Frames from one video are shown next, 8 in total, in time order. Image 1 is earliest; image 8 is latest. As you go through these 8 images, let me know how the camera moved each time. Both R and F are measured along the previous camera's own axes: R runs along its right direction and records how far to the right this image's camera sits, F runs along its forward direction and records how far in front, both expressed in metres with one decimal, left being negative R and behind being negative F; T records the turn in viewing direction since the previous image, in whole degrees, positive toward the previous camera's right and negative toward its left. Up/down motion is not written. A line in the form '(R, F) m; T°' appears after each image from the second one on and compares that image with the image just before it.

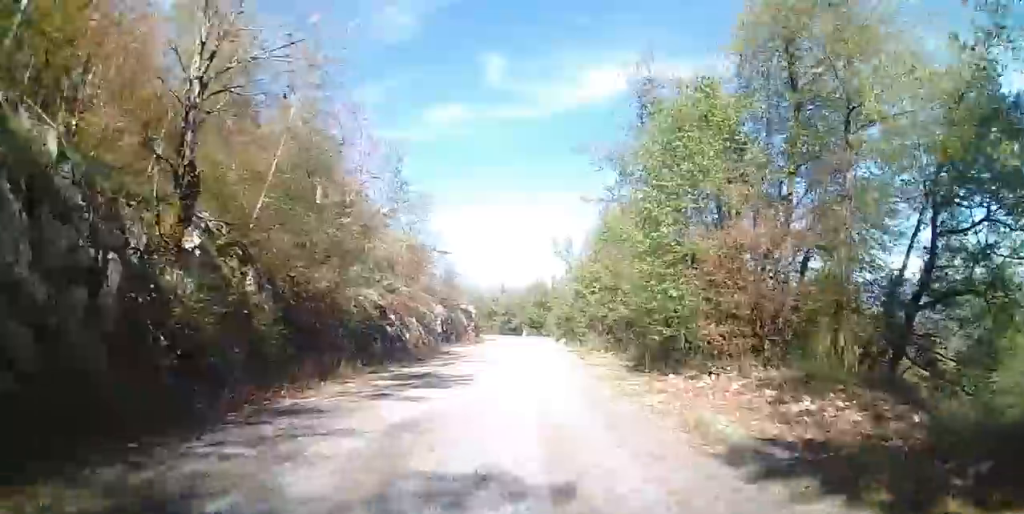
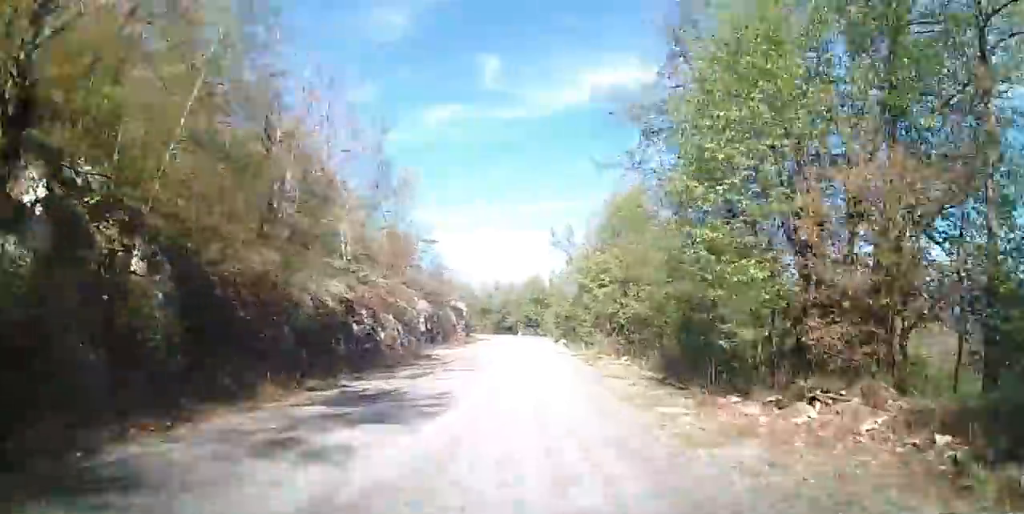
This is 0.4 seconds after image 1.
(+0.1, +4.1) m; +1°
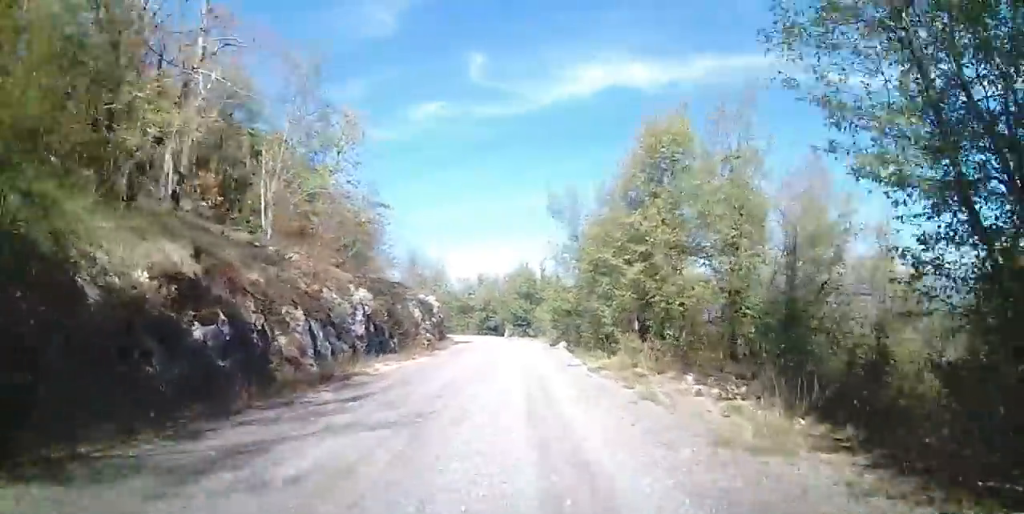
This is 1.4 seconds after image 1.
(+0.1, +8.8) m; +1°
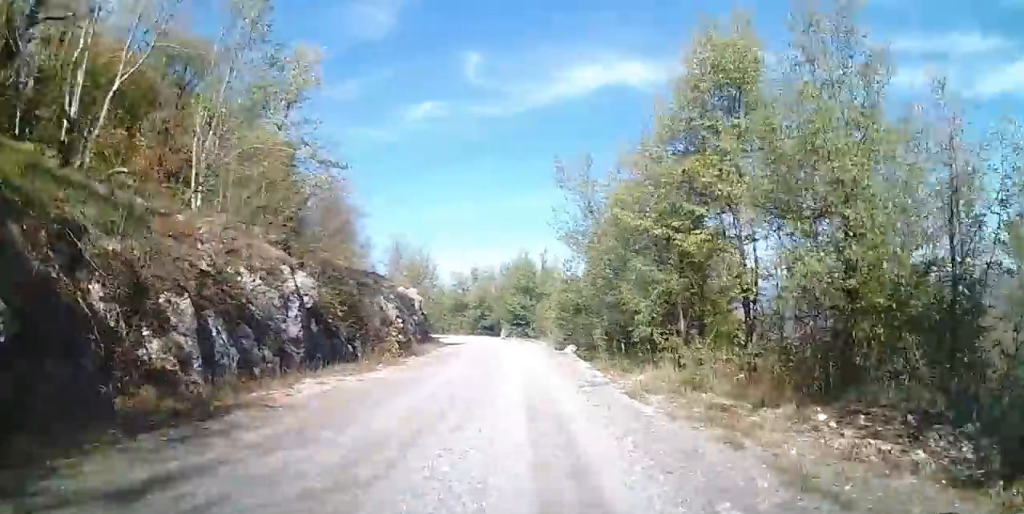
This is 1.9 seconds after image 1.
(0.0, +5.3) m; 0°
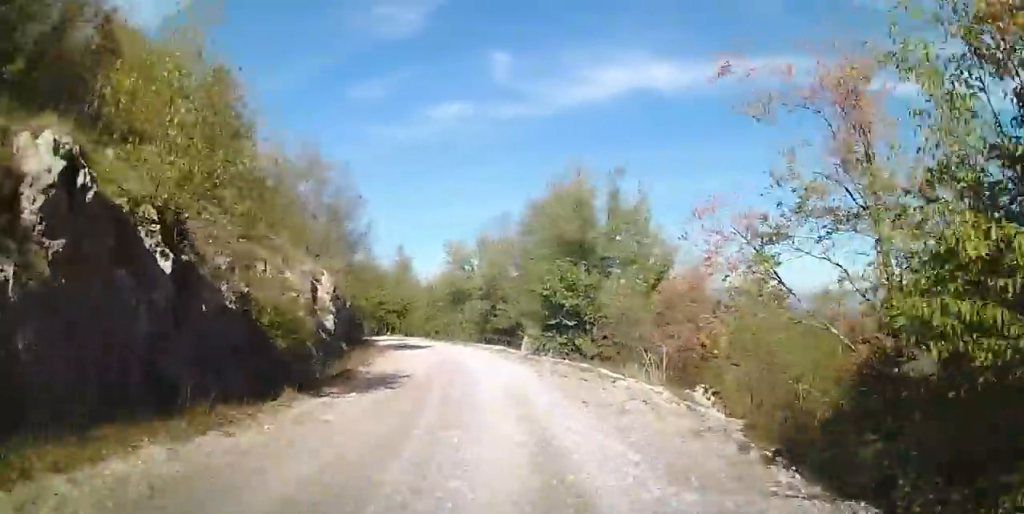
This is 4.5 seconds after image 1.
(-0.7, +23.2) m; -6°
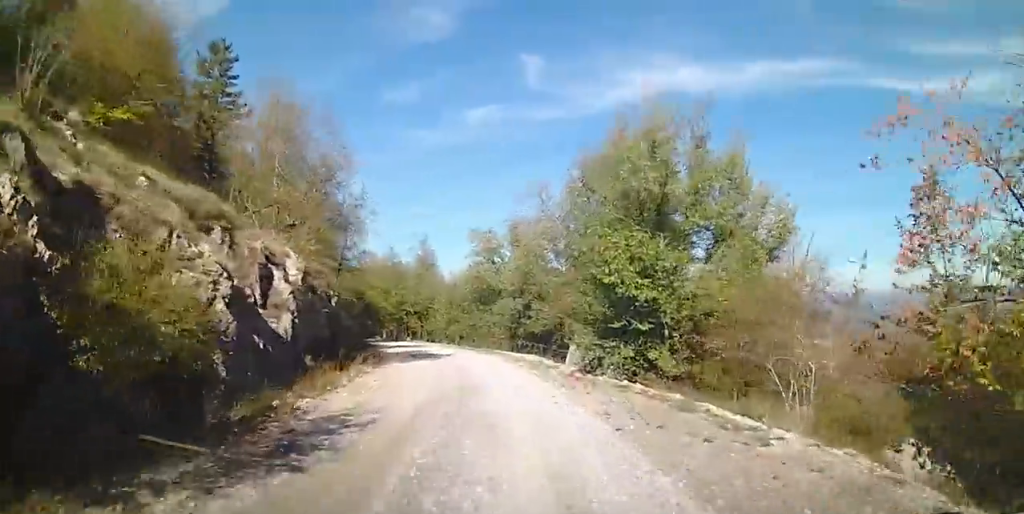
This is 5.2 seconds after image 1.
(0.0, +5.8) m; 0°
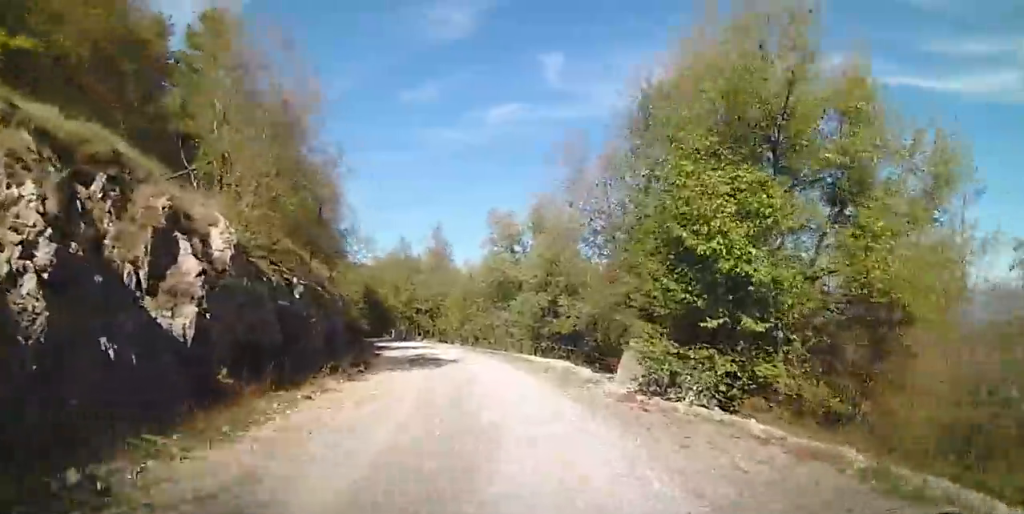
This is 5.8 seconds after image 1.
(0.0, +4.6) m; 0°
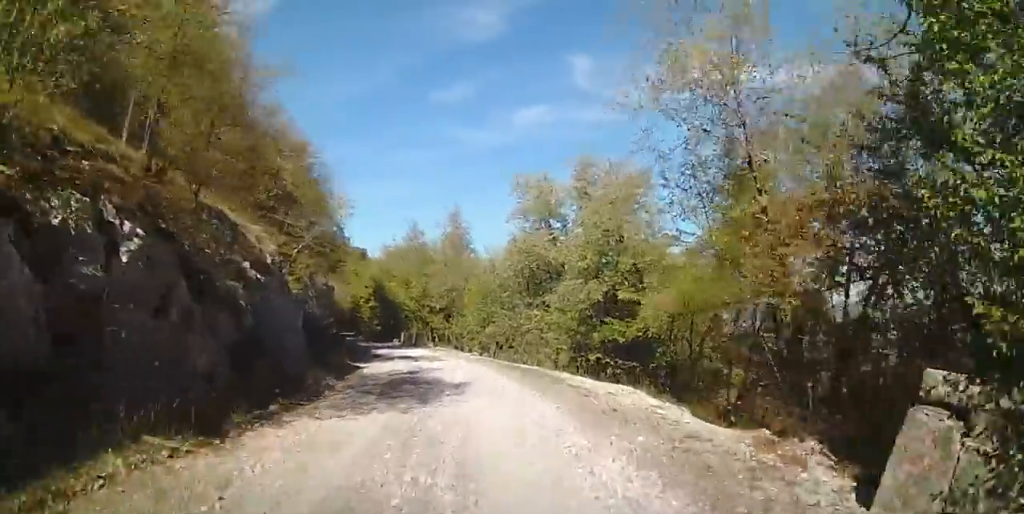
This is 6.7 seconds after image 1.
(0.0, +7.2) m; -5°
